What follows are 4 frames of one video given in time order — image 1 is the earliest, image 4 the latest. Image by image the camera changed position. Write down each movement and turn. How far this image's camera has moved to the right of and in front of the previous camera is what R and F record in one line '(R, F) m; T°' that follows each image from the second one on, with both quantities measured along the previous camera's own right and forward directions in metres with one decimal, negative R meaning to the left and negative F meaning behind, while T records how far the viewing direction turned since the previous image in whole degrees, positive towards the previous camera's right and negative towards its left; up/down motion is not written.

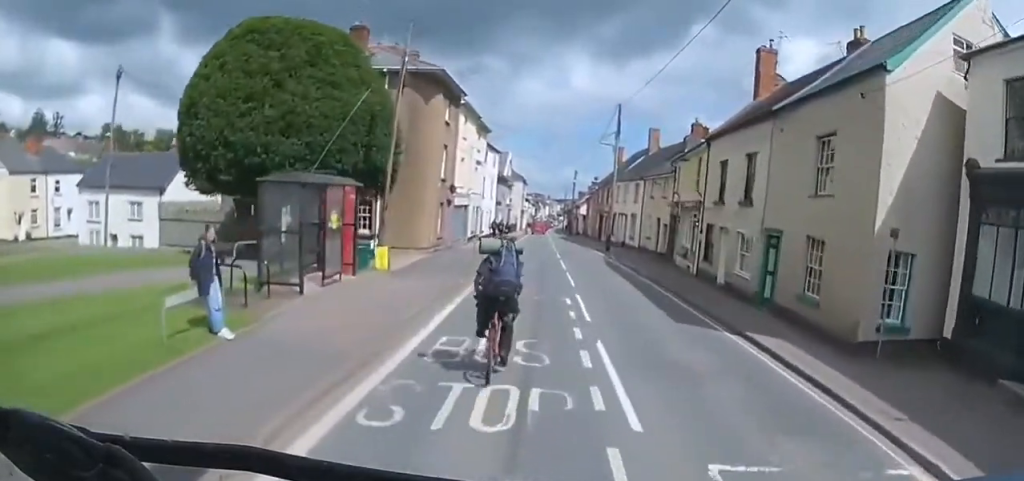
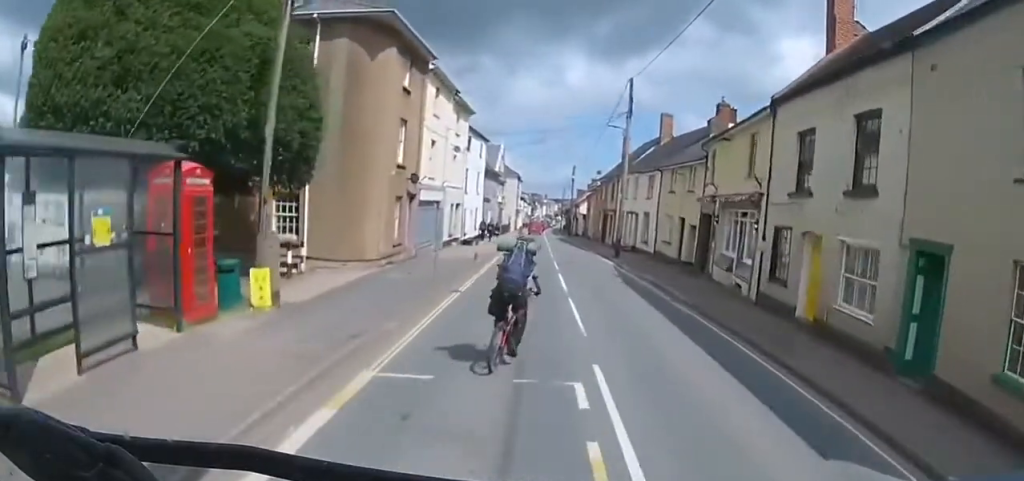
(-0.2, +6.7) m; -2°
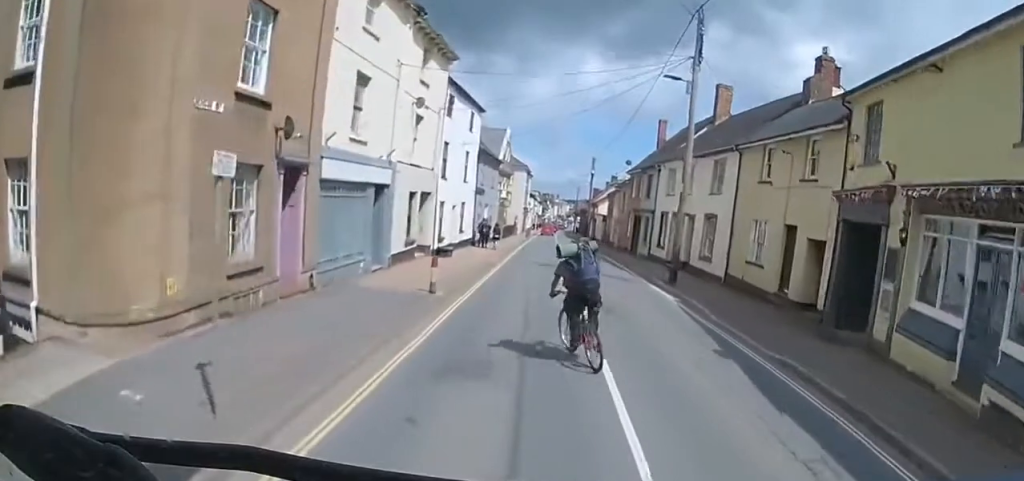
(0.0, +10.6) m; +1°
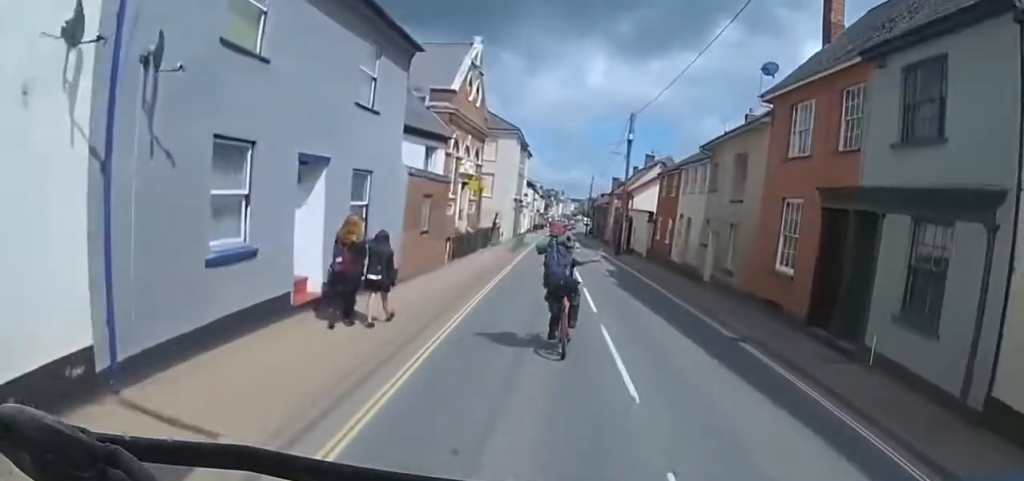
(-0.2, +23.9) m; -3°
